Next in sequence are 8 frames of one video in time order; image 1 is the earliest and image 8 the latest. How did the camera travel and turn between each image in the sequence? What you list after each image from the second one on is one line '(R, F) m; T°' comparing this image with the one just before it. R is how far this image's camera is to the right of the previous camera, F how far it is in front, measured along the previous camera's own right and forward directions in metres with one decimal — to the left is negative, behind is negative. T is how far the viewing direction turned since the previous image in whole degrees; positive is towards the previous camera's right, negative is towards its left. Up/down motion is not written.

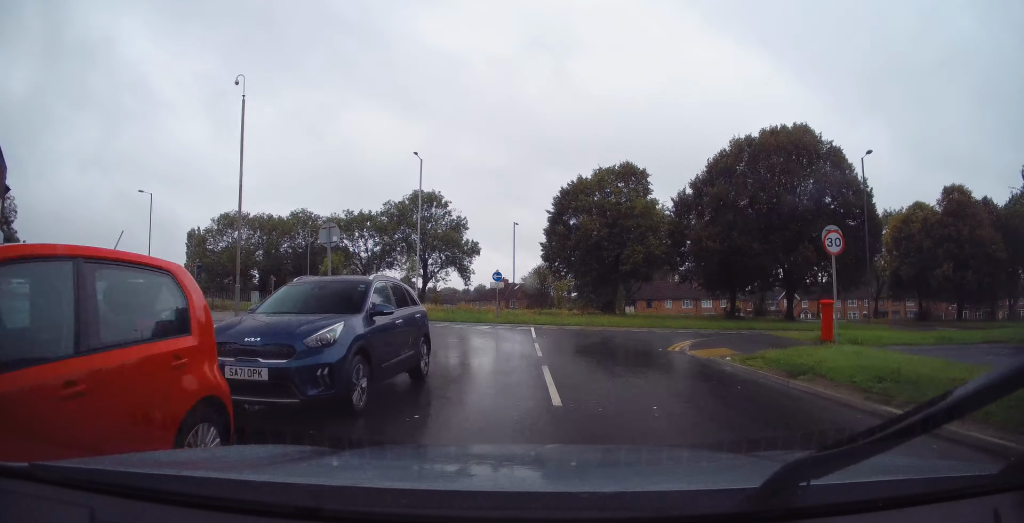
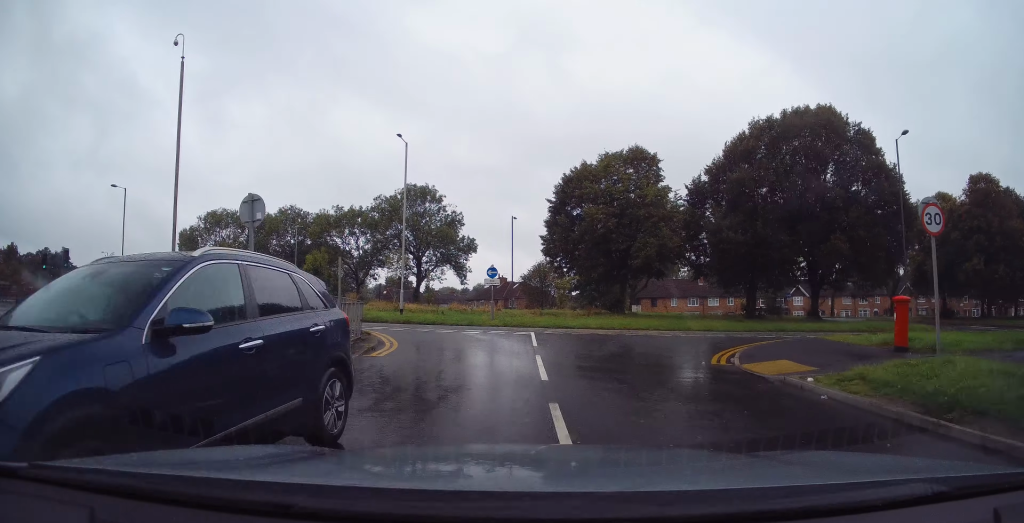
(-0.3, +3.9) m; 0°
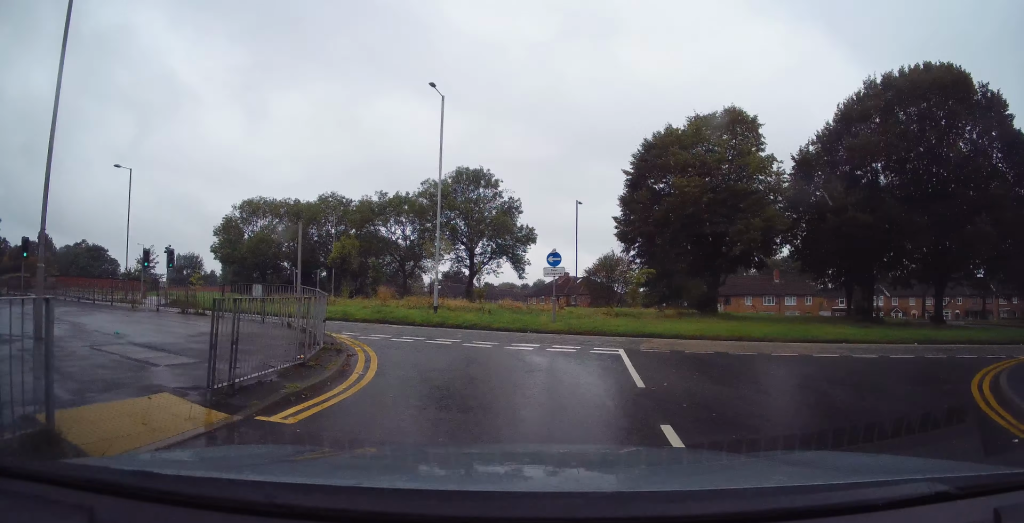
(+0.3, +7.5) m; +1°
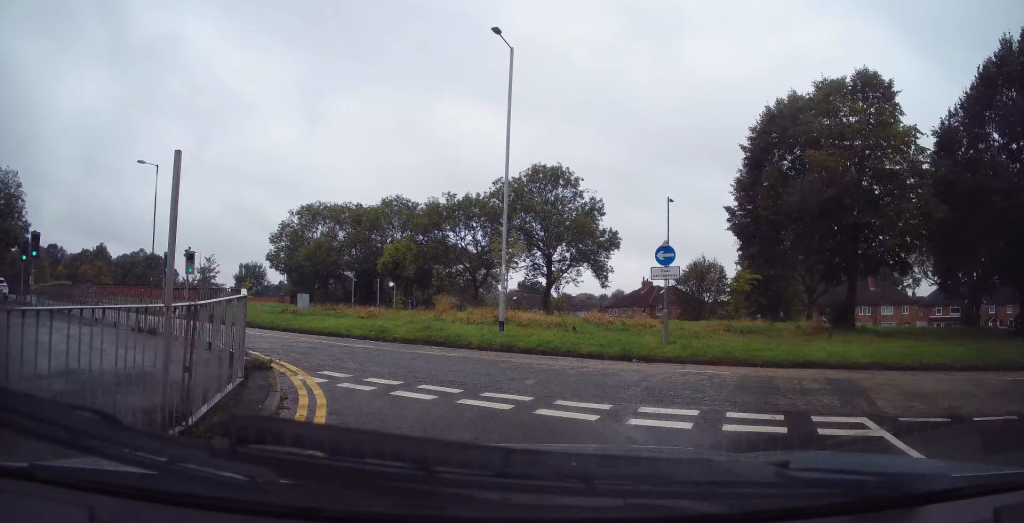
(-0.6, +6.1) m; -13°
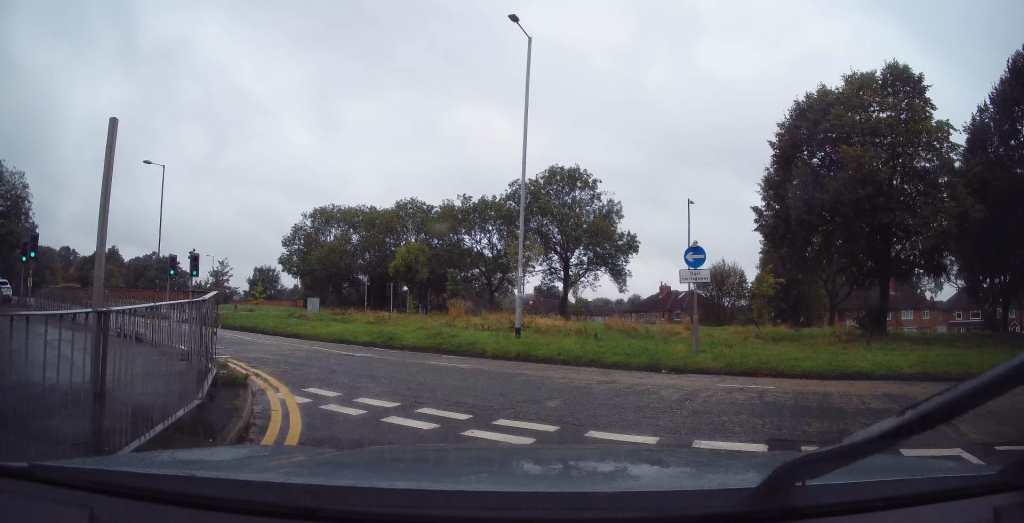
(0.0, +1.5) m; -4°
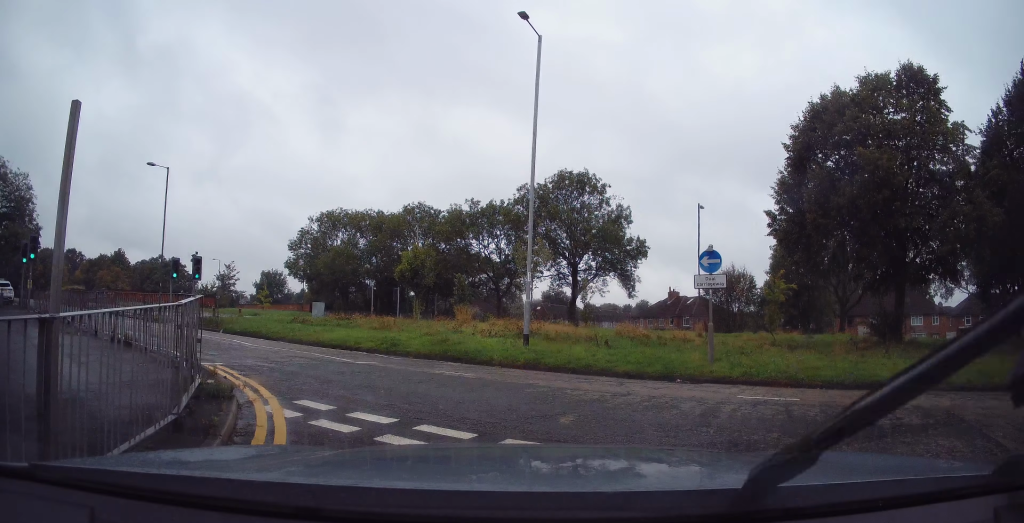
(-0.2, +1.2) m; 0°
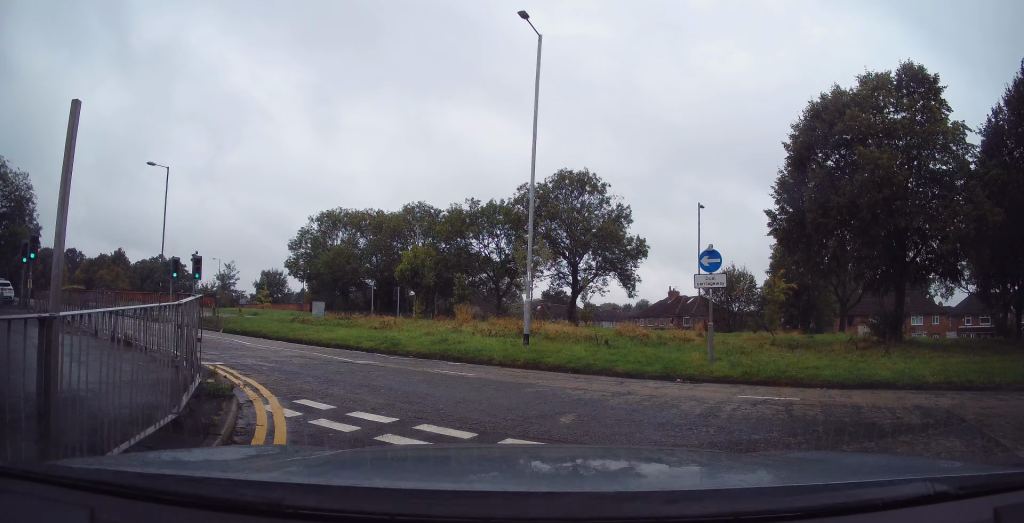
(0.0, 0.0) m; 0°
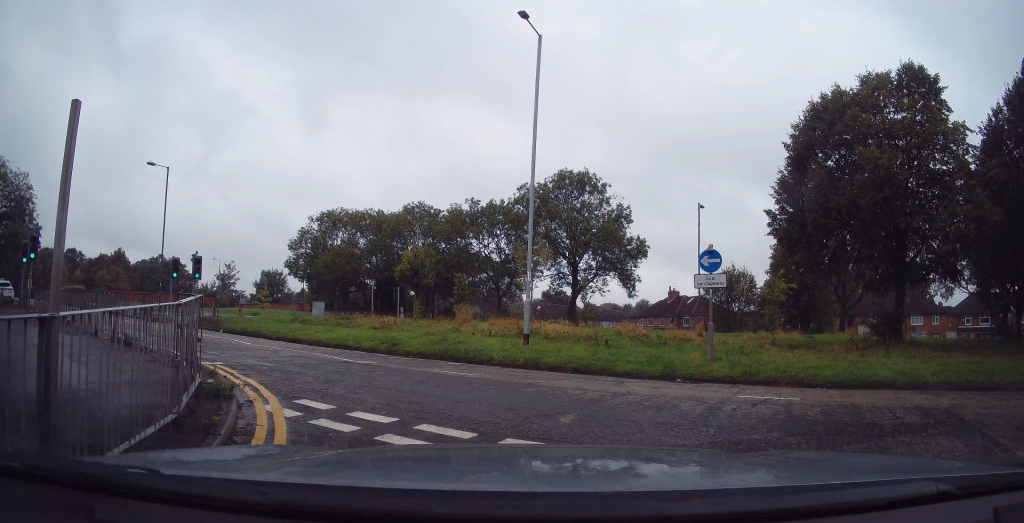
(0.0, 0.0) m; 0°
